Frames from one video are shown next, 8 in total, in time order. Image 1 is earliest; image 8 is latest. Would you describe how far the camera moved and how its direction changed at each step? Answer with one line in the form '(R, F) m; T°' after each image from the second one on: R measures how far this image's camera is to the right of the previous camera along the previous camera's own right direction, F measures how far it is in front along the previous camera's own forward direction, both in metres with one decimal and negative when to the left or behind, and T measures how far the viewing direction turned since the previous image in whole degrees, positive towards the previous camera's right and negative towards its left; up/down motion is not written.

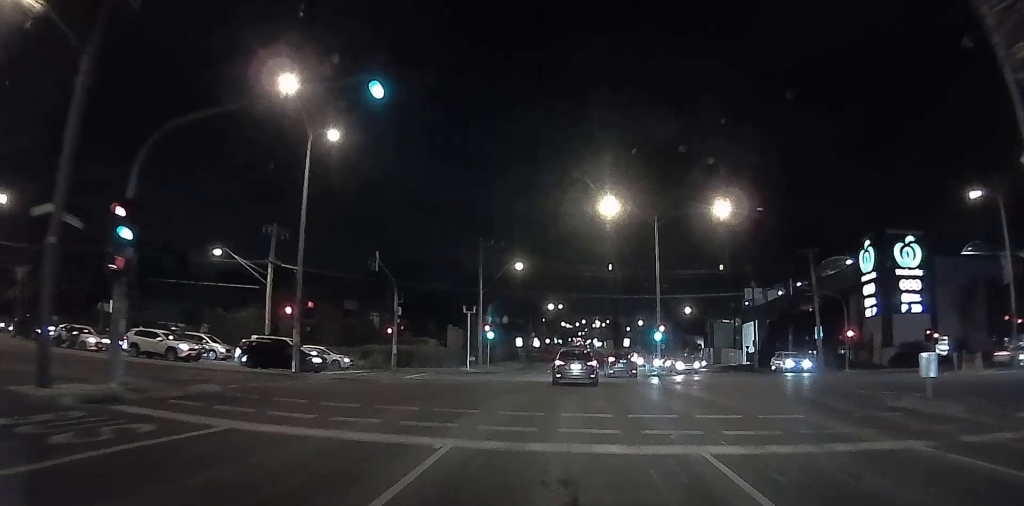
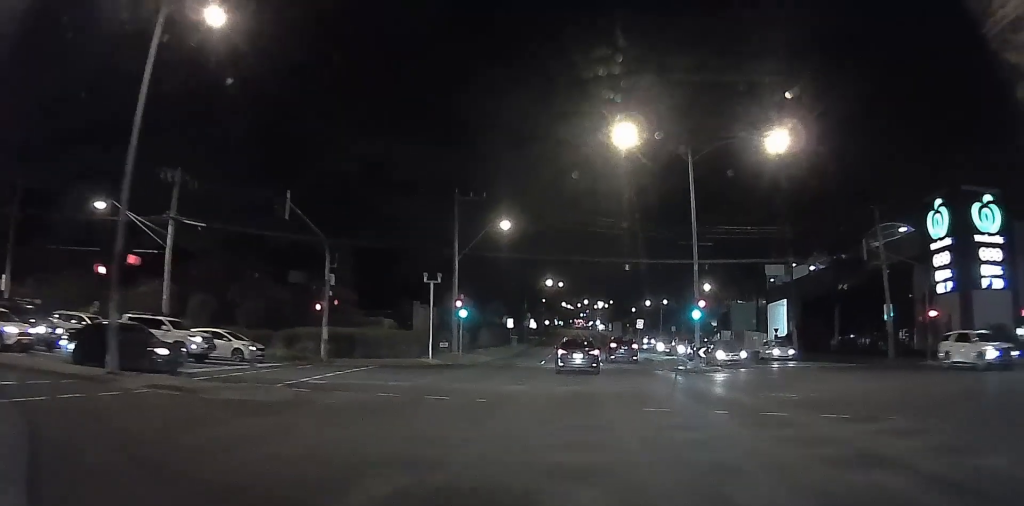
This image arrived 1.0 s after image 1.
(0.0, +14.1) m; 0°
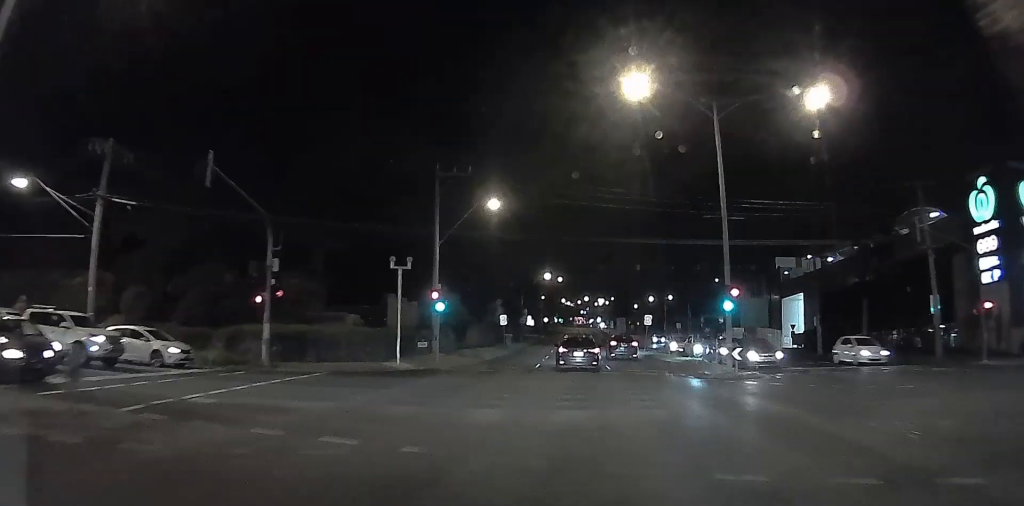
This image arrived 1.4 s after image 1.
(0.0, +6.8) m; 0°
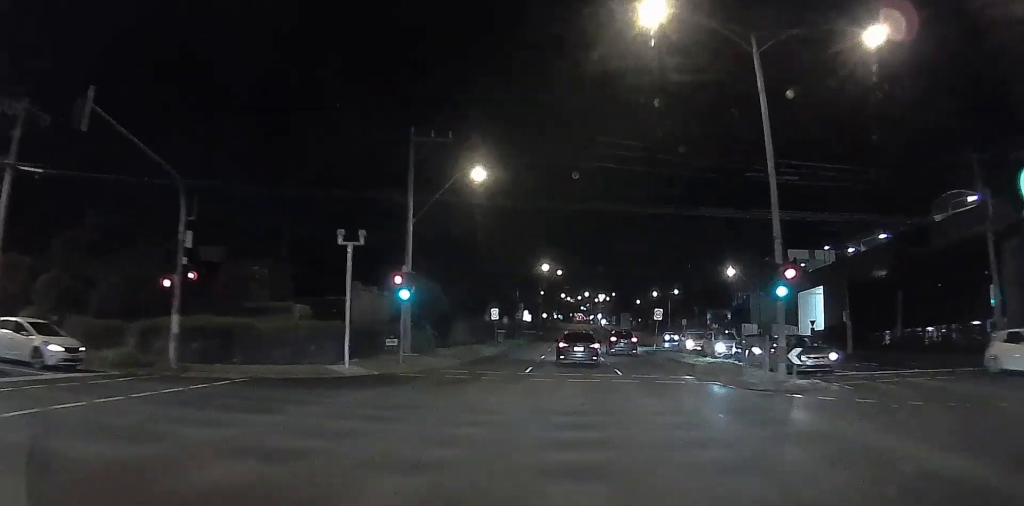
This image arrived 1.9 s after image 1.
(0.0, +6.9) m; 0°
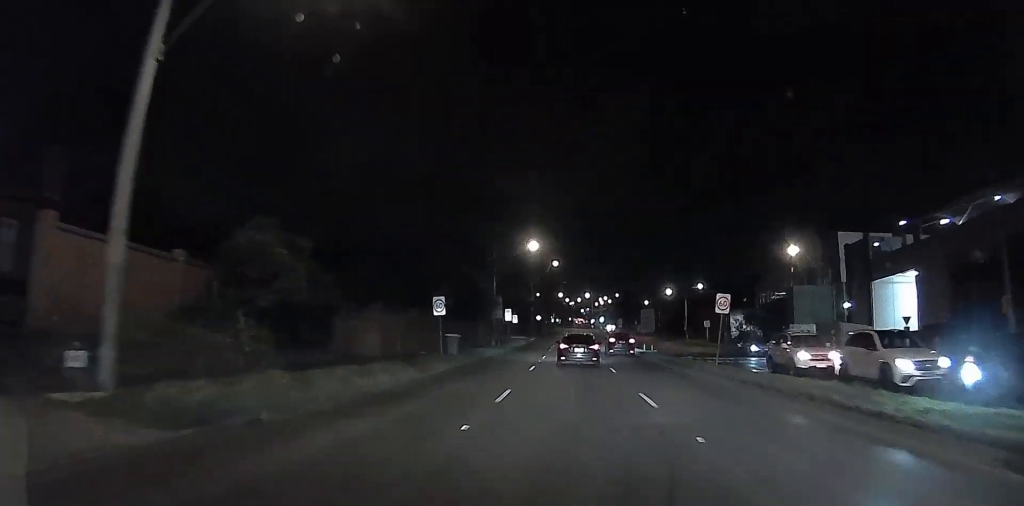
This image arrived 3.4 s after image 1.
(0.0, +22.1) m; 0°
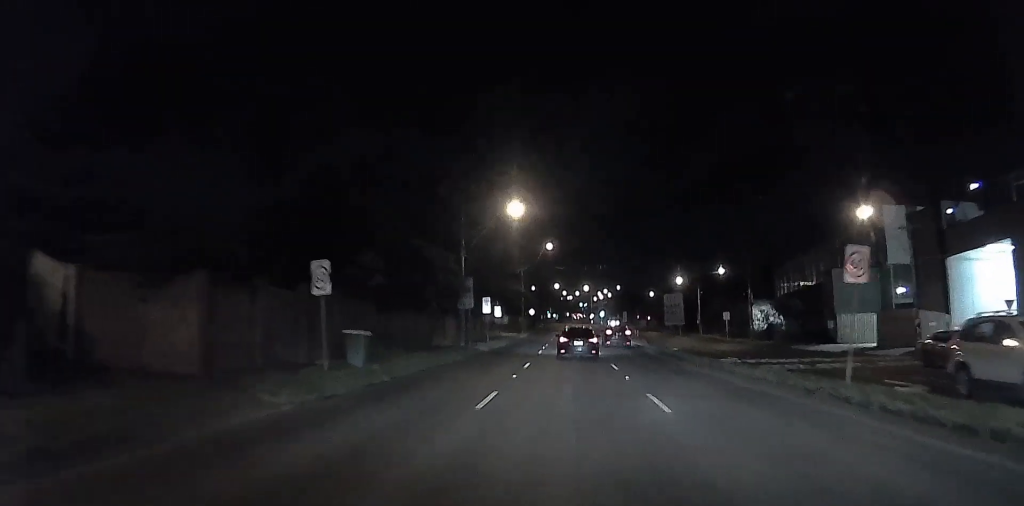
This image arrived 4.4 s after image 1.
(0.0, +14.3) m; 0°
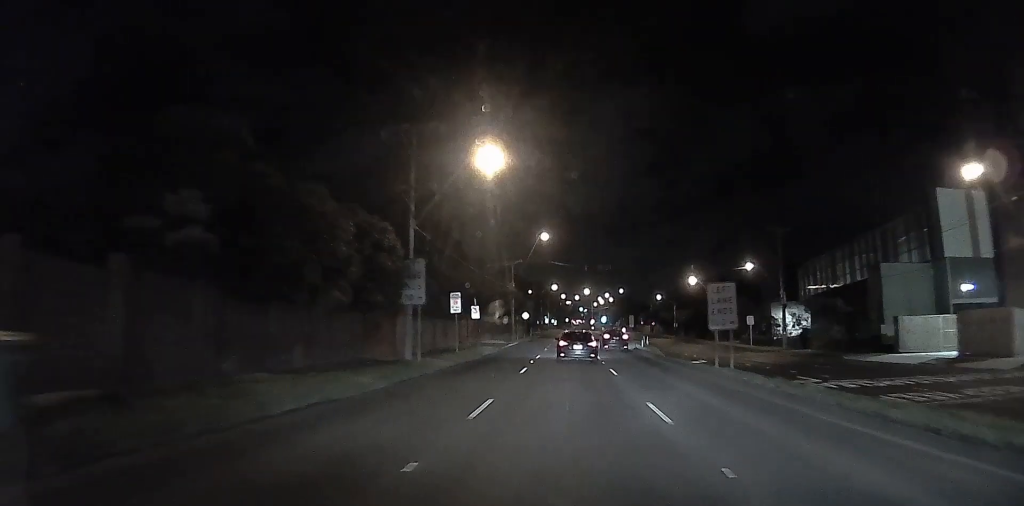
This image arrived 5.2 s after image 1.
(0.0, +12.4) m; 0°
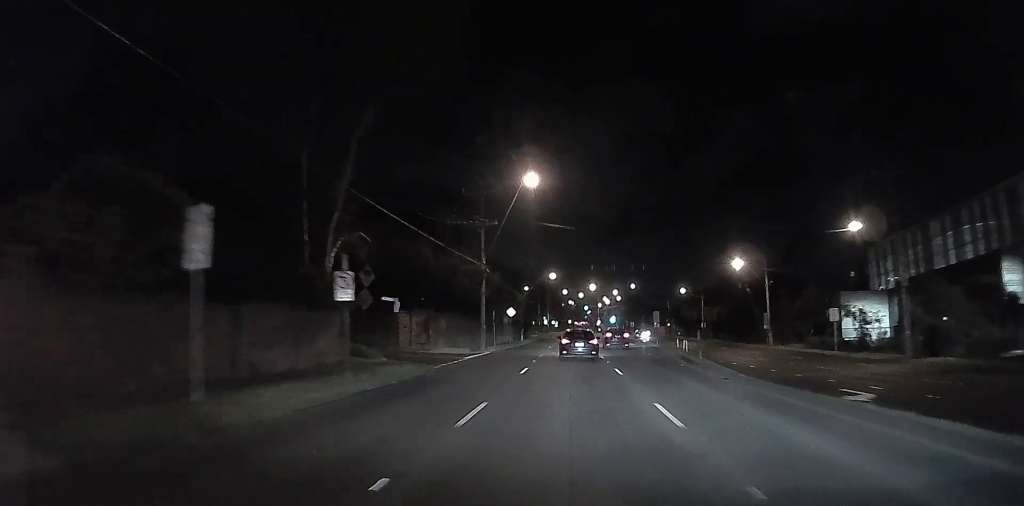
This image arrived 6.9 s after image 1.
(0.0, +24.8) m; +1°
